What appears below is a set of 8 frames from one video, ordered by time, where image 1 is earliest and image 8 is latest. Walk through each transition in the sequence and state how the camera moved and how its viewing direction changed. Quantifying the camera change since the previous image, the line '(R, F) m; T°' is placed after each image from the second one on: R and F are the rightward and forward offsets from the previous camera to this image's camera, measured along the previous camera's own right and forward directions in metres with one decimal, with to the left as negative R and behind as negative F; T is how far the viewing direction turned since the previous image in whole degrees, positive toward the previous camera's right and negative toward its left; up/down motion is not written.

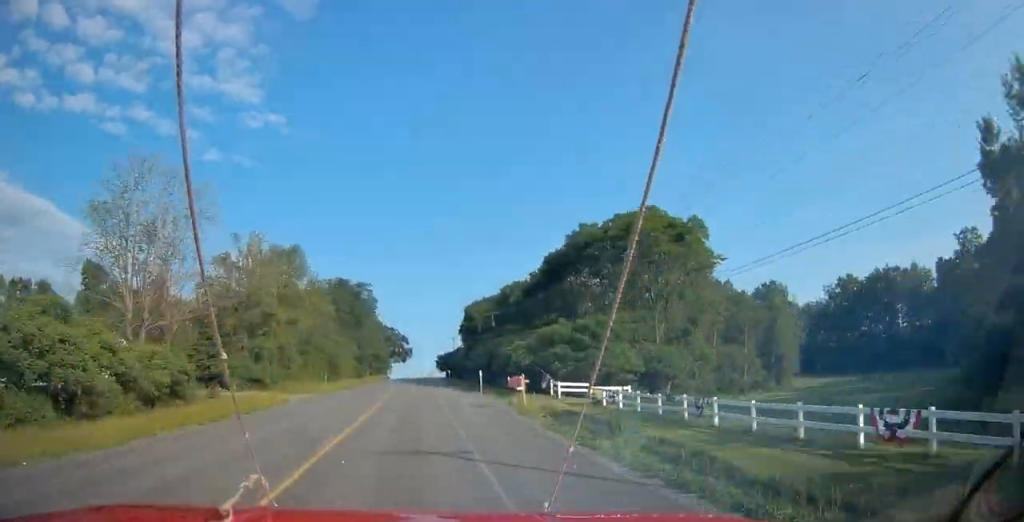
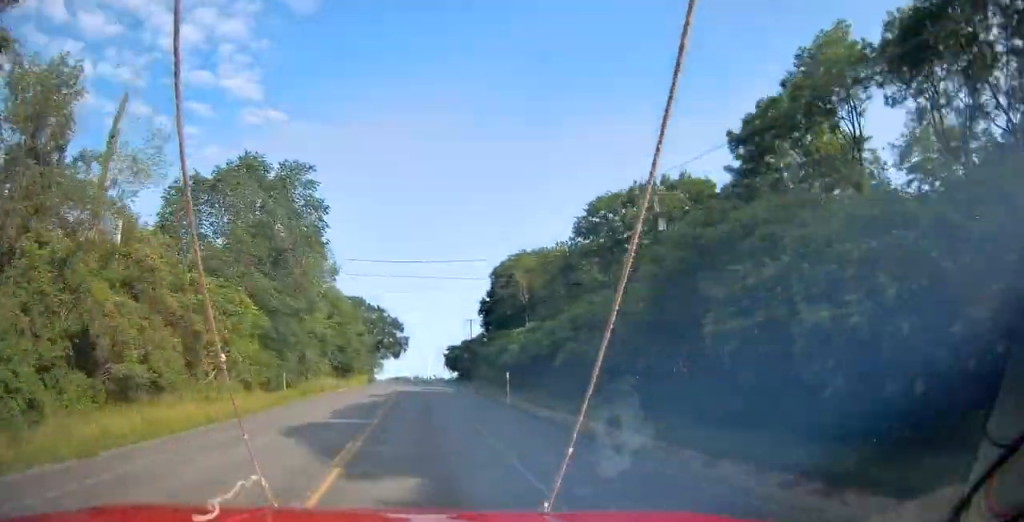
(+12.4, +75.0) m; +4°
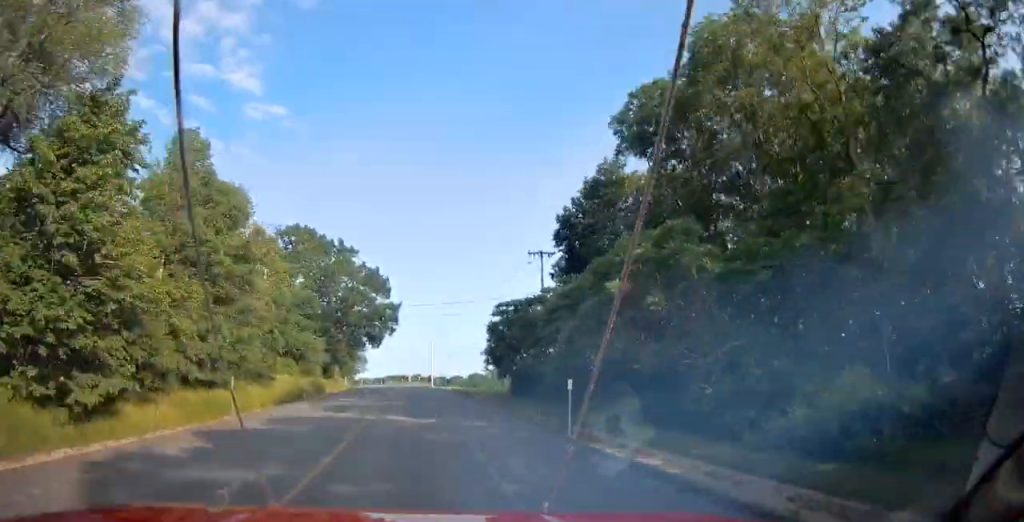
(-5.0, +82.4) m; -8°
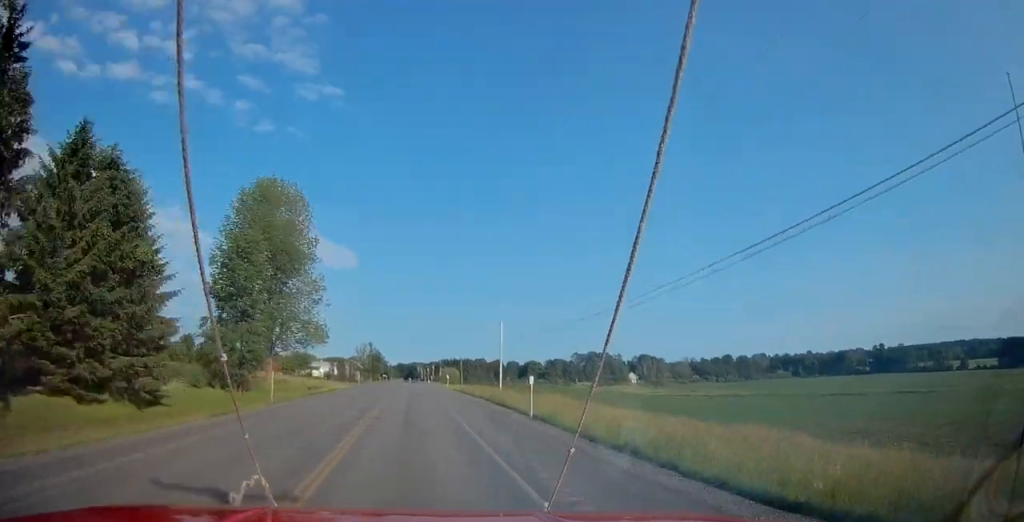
(-26.2, +174.8) m; -13°
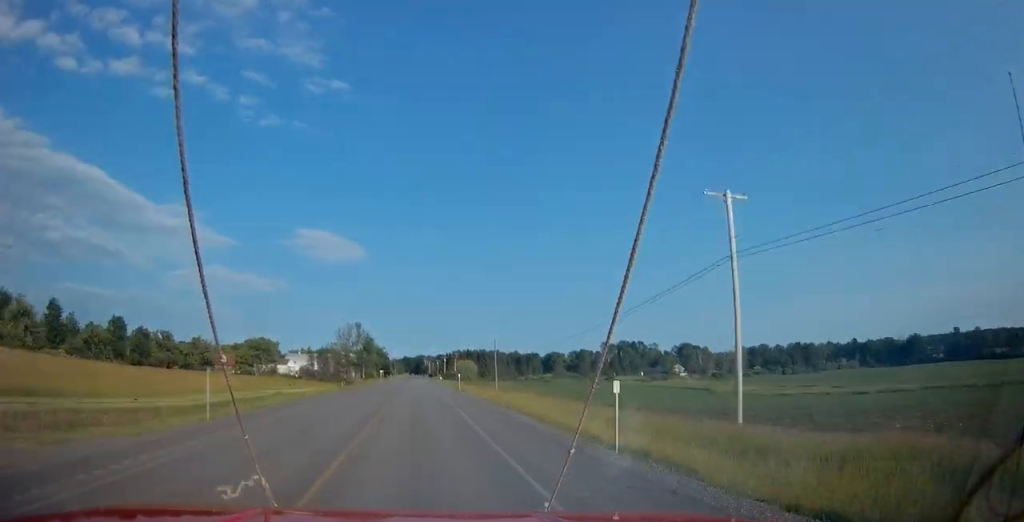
(-1.2, +64.9) m; -1°
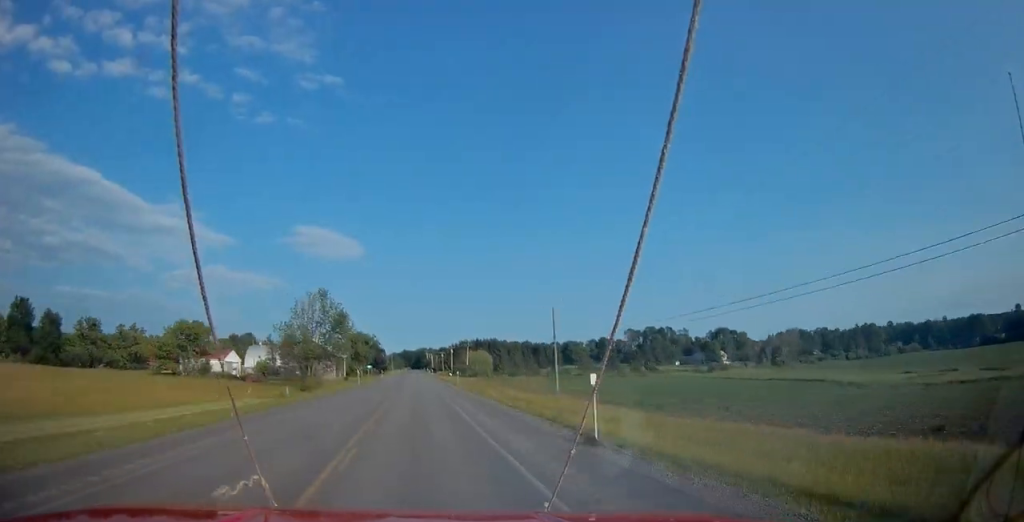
(-0.4, +50.5) m; 0°
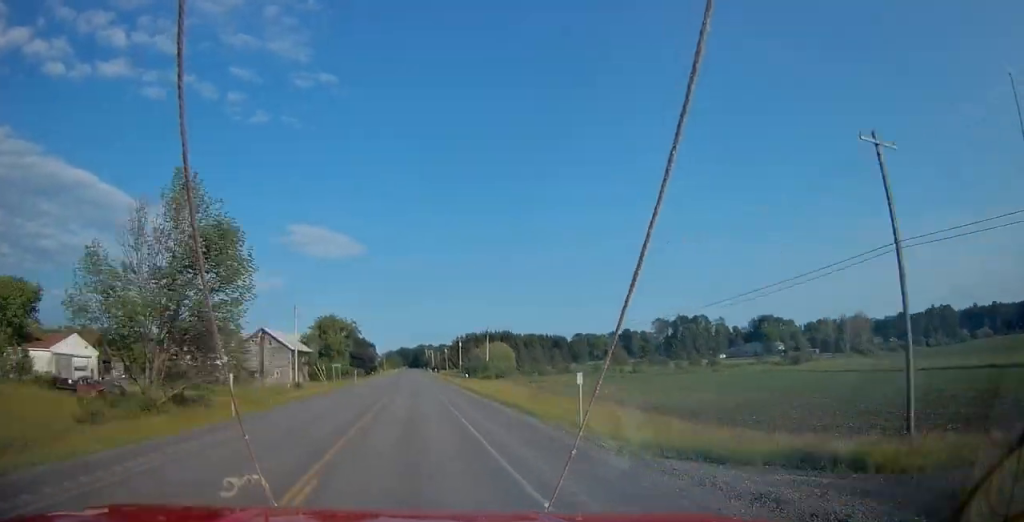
(+0.2, +52.3) m; 0°
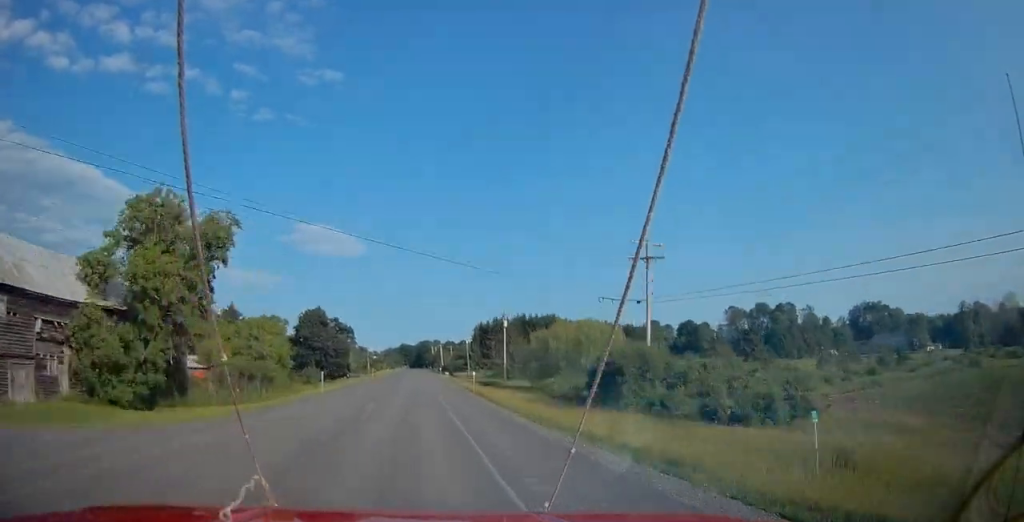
(-0.1, +82.9) m; 0°
